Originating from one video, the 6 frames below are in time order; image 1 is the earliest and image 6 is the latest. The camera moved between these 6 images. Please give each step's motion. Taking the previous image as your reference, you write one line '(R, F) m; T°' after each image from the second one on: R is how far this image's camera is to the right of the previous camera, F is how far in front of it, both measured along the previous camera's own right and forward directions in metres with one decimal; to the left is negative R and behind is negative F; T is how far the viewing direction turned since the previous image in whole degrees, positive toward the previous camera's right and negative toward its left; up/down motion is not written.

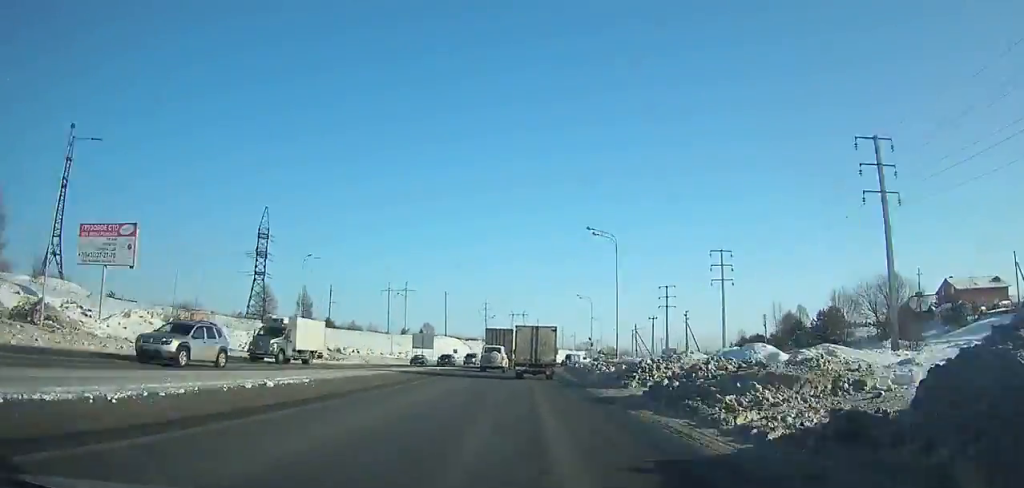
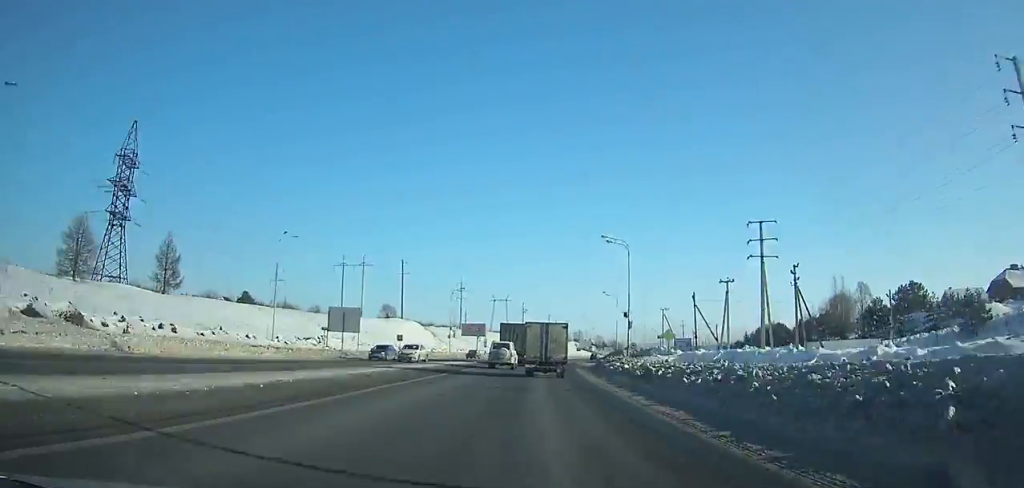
(+0.7, +44.2) m; +3°
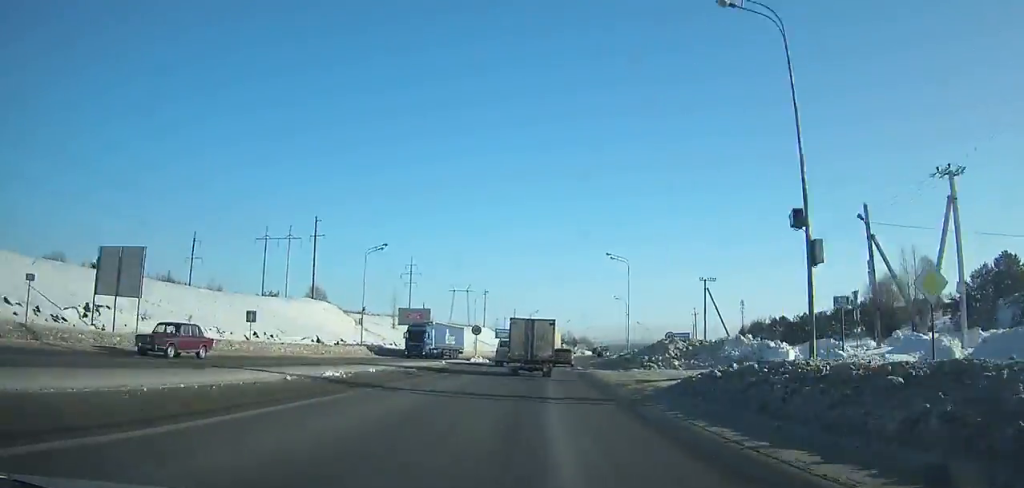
(+0.9, +37.2) m; +4°
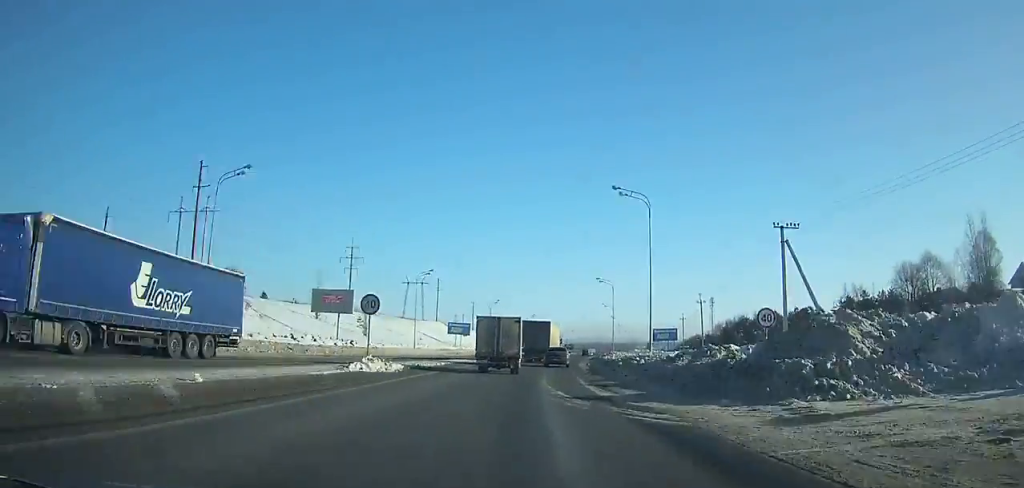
(+0.3, +27.2) m; +3°
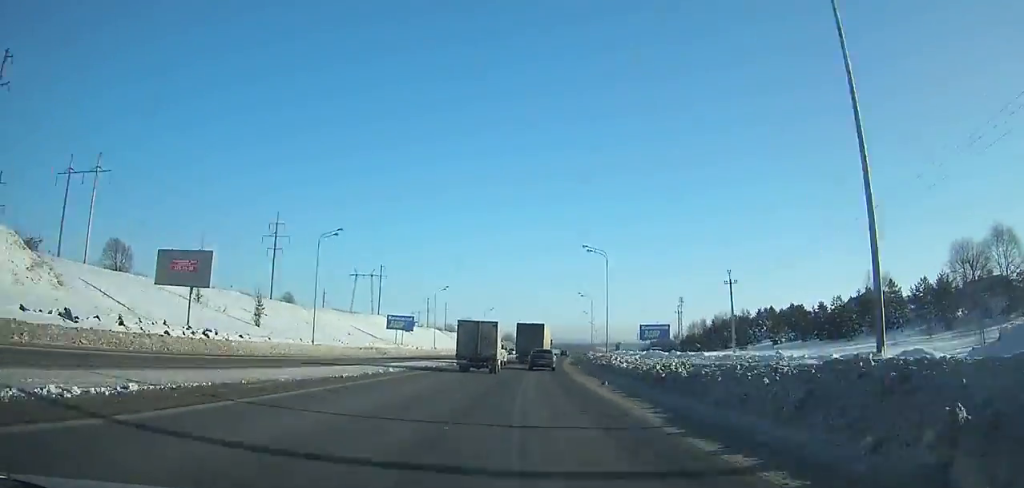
(+1.3, +28.1) m; +3°
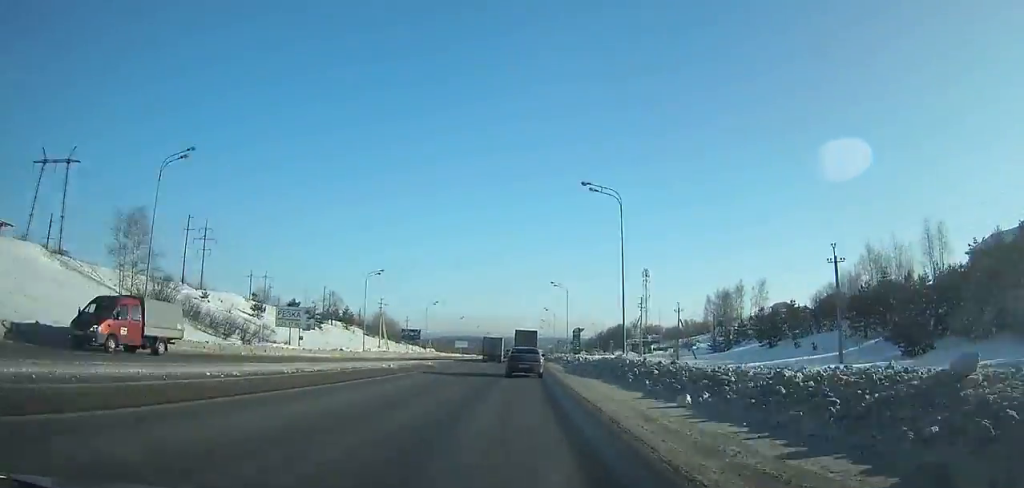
(+15.0, +168.9) m; +8°
